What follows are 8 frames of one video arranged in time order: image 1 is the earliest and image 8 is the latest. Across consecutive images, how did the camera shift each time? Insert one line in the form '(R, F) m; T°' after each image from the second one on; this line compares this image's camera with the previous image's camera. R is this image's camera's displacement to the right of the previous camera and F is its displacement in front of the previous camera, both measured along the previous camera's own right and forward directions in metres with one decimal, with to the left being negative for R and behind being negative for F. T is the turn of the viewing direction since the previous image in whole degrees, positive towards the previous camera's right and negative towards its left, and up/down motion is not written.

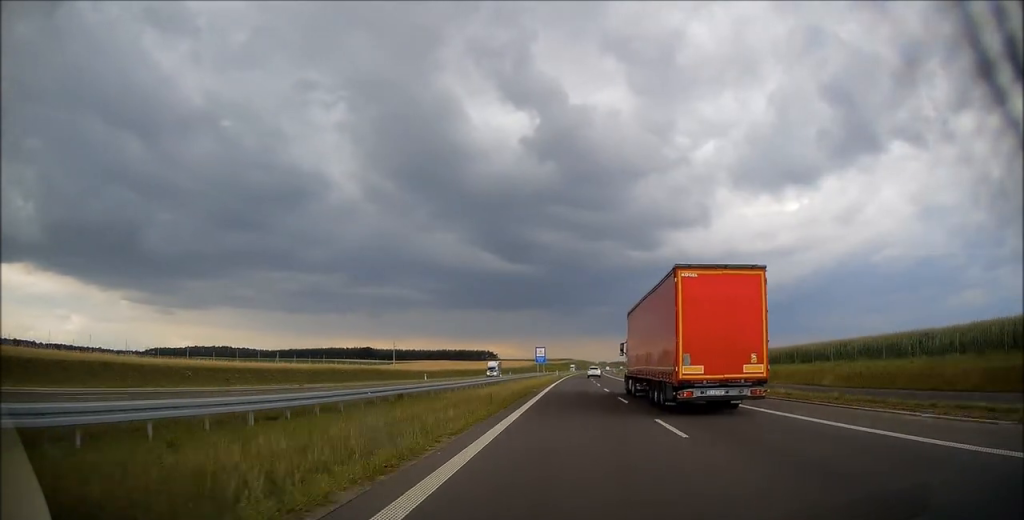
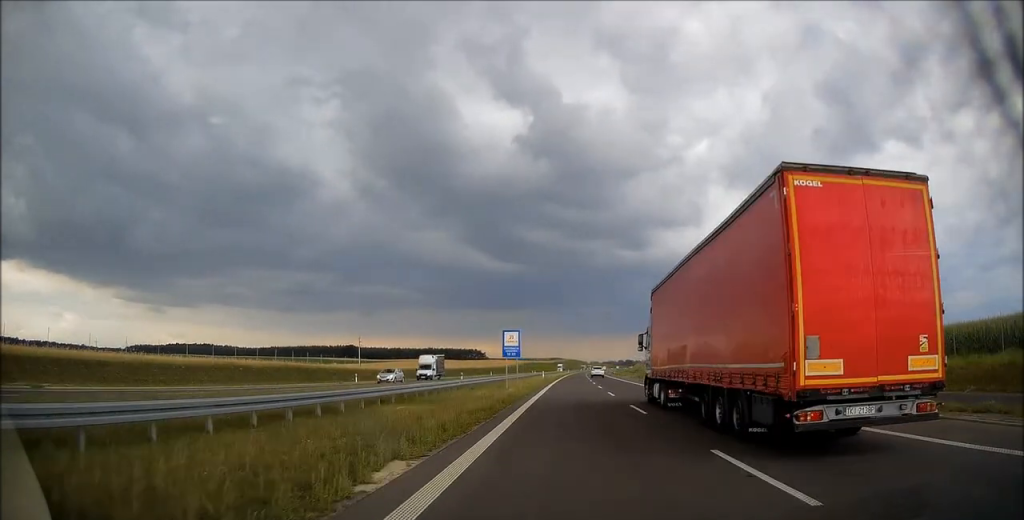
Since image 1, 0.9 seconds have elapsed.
(+0.2, +30.0) m; +1°
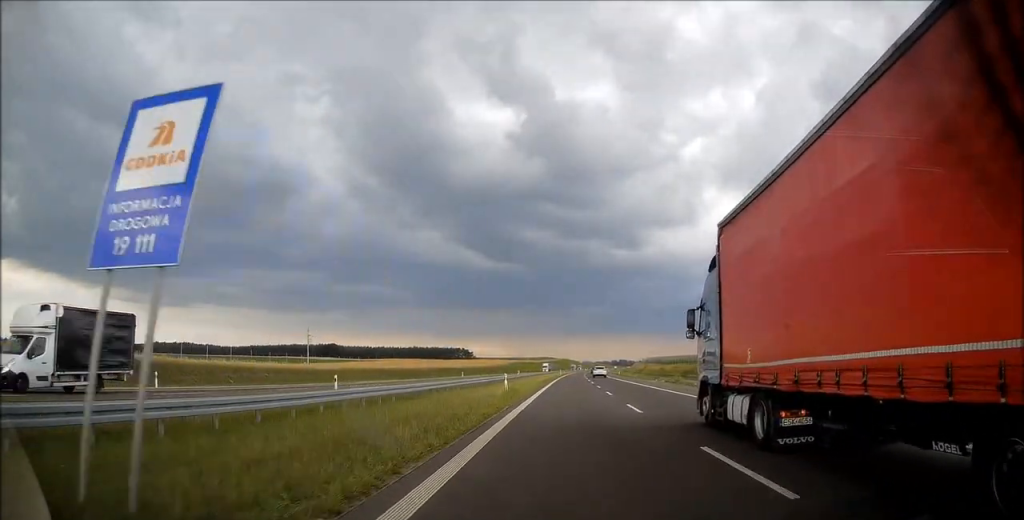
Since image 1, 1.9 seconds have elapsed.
(+0.2, +35.6) m; +1°
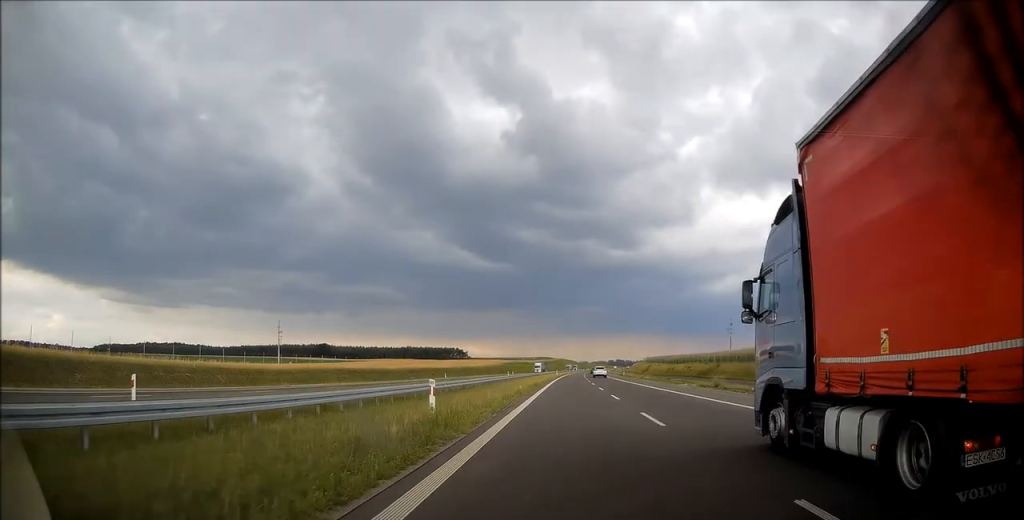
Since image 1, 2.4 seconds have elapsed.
(0.0, +16.1) m; 0°
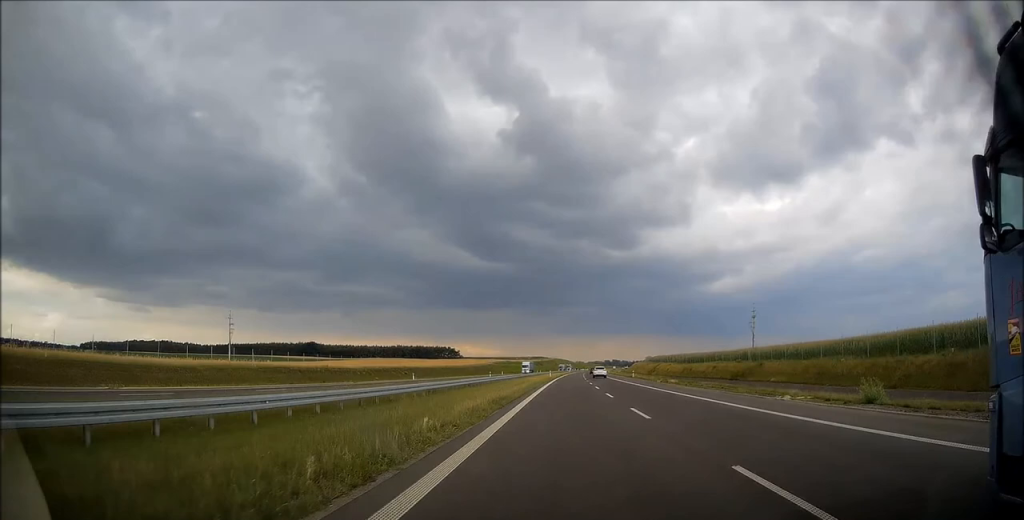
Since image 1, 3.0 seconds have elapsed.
(+0.1, +21.8) m; +1°
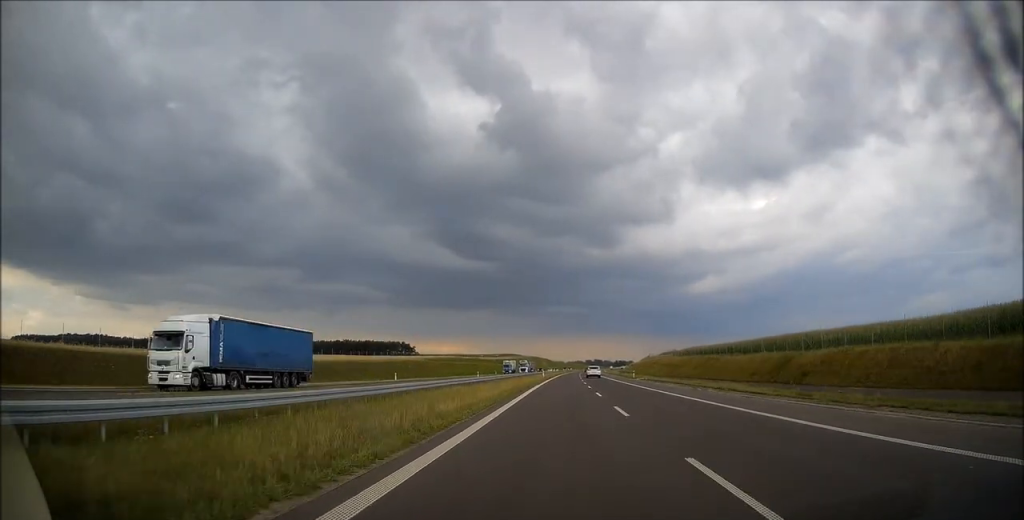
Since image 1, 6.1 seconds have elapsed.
(+1.7, +105.8) m; +2°
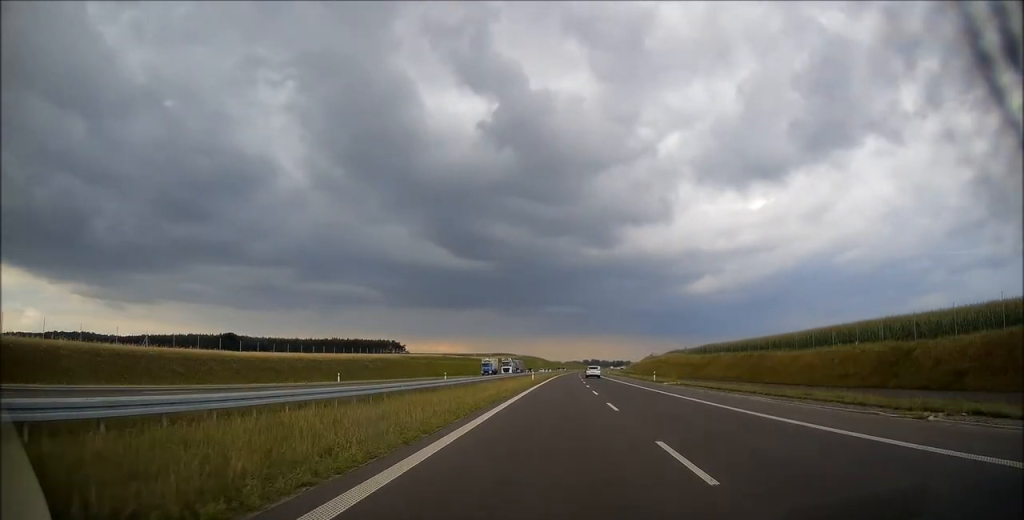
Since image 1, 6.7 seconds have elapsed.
(+0.1, +21.9) m; 0°
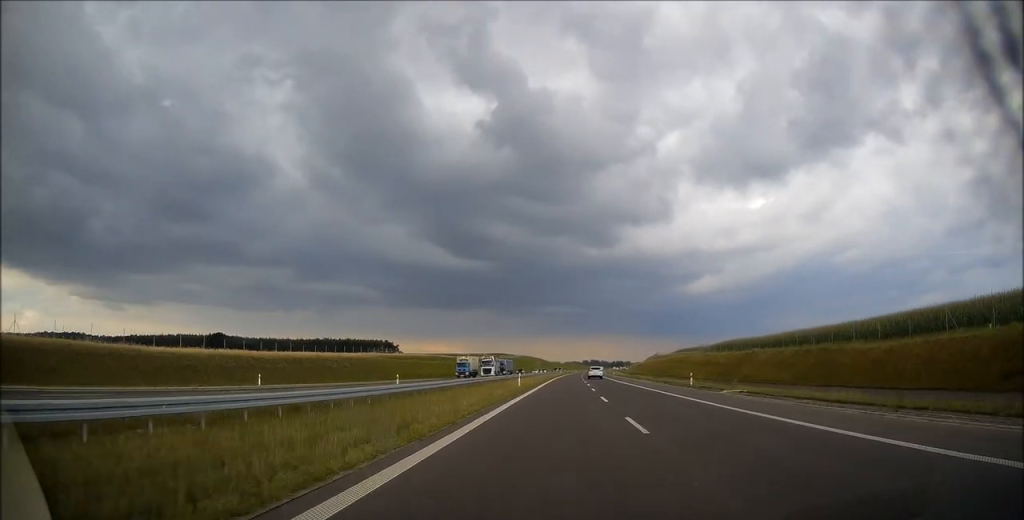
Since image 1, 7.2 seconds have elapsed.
(+0.1, +18.5) m; 0°
